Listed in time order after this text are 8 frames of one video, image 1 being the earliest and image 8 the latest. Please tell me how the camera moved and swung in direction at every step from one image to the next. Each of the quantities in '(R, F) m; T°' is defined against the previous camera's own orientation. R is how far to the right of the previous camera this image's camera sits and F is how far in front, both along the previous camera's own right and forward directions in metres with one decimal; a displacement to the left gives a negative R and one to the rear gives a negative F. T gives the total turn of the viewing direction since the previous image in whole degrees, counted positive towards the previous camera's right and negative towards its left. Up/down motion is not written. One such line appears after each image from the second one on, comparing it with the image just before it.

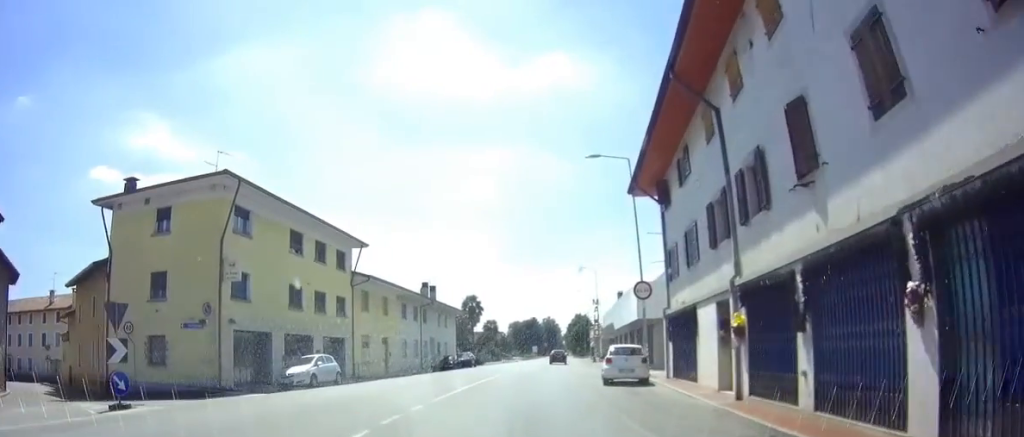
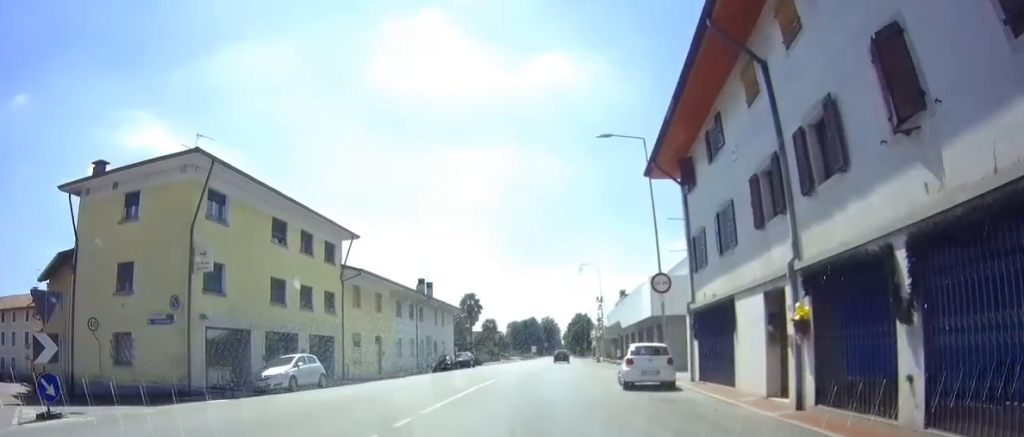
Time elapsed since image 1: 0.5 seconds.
(+0.2, +2.9) m; +2°
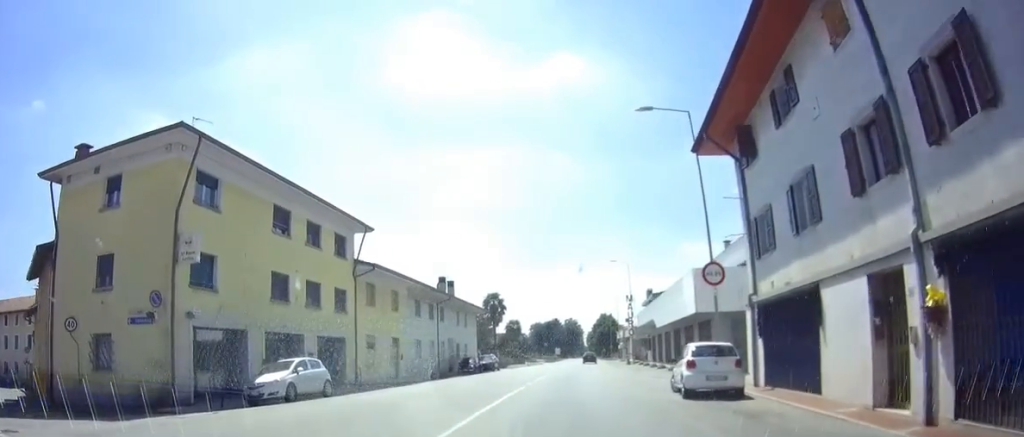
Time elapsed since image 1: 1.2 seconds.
(-0.1, +2.9) m; -3°
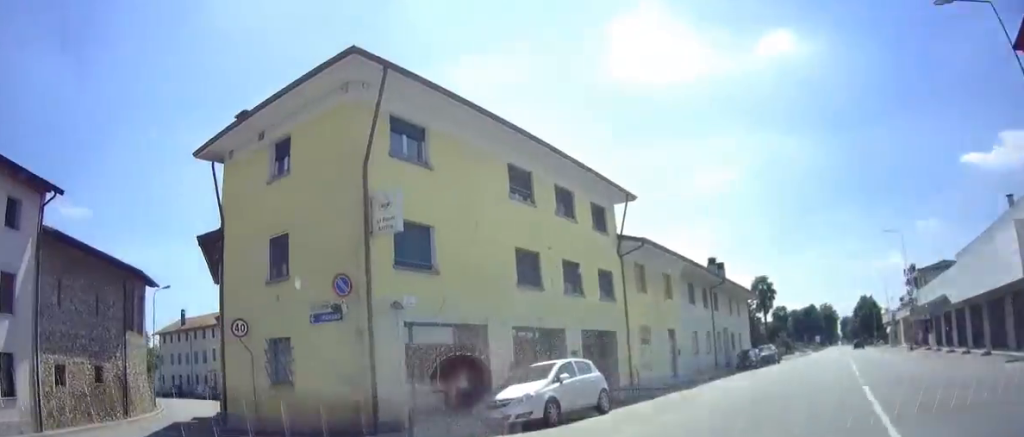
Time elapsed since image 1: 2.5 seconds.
(-0.4, +5.3) m; -27°
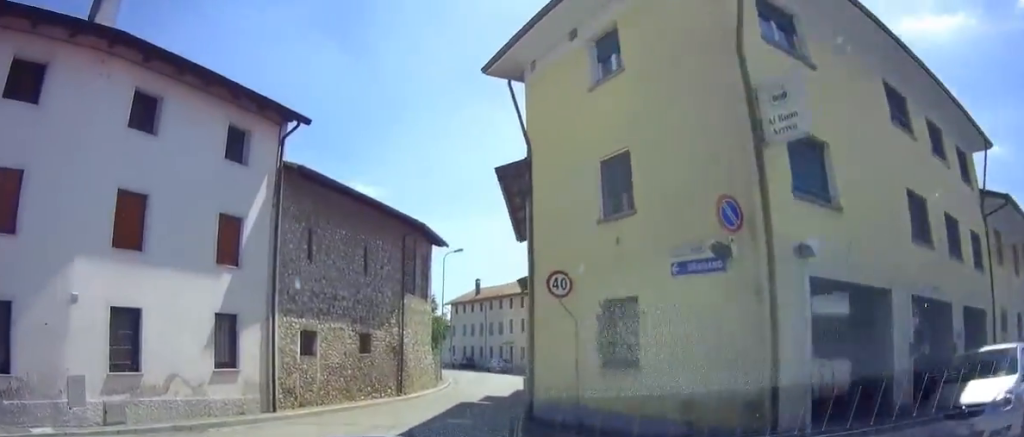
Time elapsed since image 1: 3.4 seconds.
(-1.3, +3.6) m; -24°
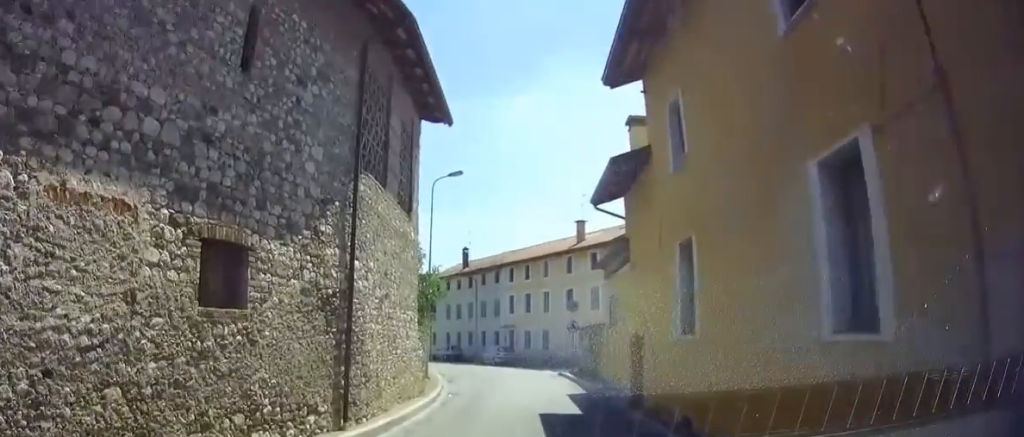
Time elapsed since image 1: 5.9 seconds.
(-1.4, +13.6) m; 0°
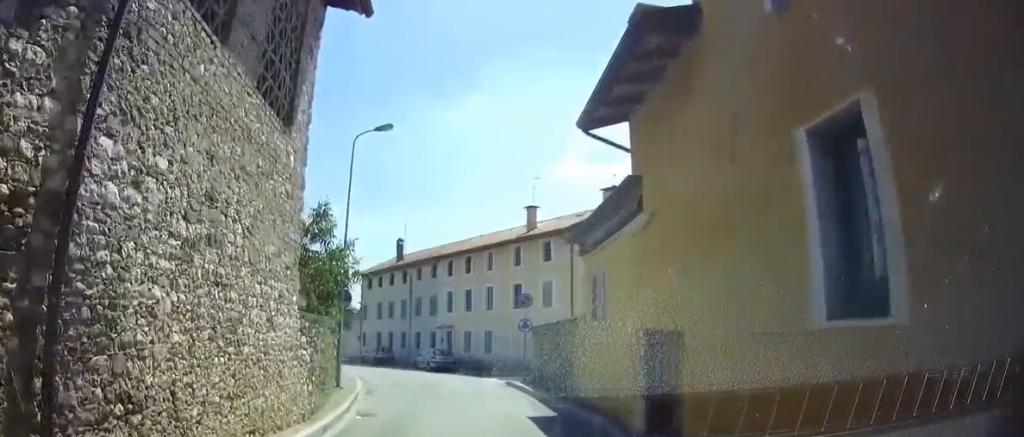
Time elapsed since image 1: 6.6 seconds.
(+0.2, +5.2) m; +5°
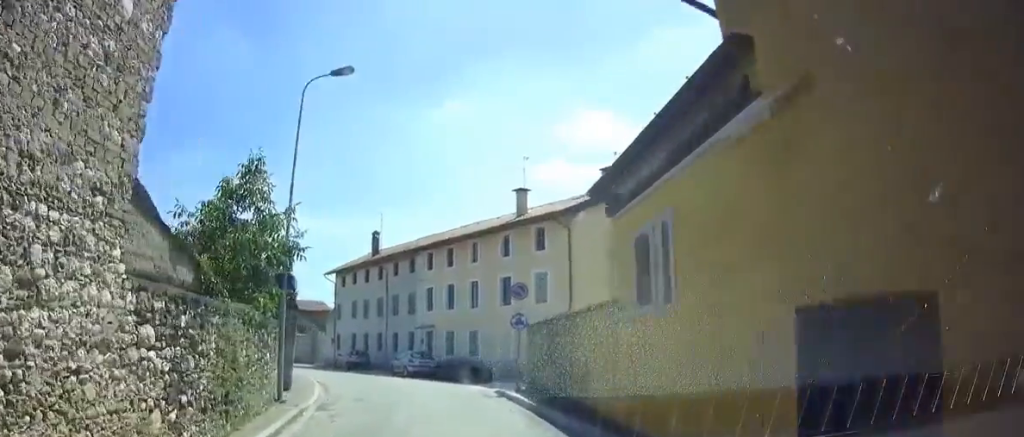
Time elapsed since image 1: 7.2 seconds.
(+0.2, +4.2) m; +1°
